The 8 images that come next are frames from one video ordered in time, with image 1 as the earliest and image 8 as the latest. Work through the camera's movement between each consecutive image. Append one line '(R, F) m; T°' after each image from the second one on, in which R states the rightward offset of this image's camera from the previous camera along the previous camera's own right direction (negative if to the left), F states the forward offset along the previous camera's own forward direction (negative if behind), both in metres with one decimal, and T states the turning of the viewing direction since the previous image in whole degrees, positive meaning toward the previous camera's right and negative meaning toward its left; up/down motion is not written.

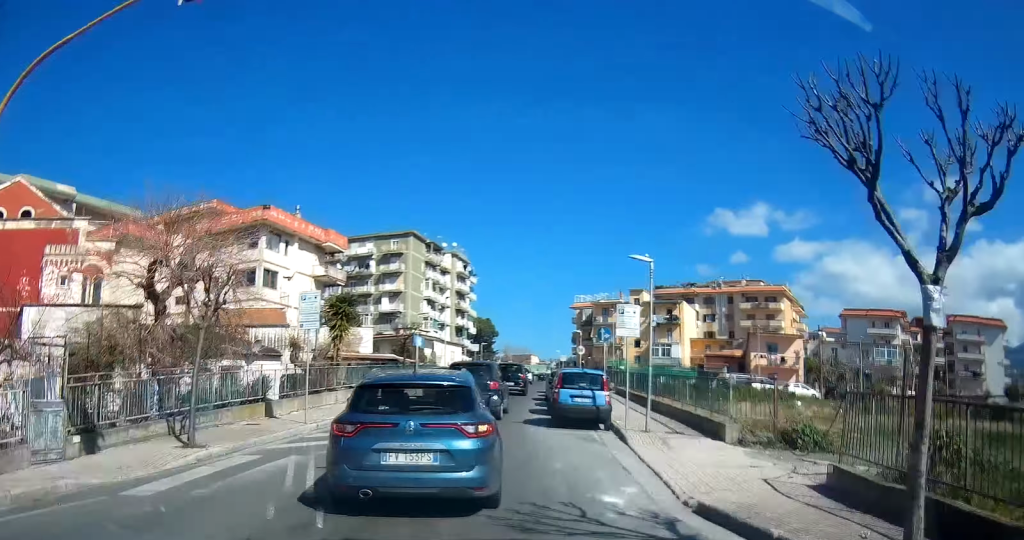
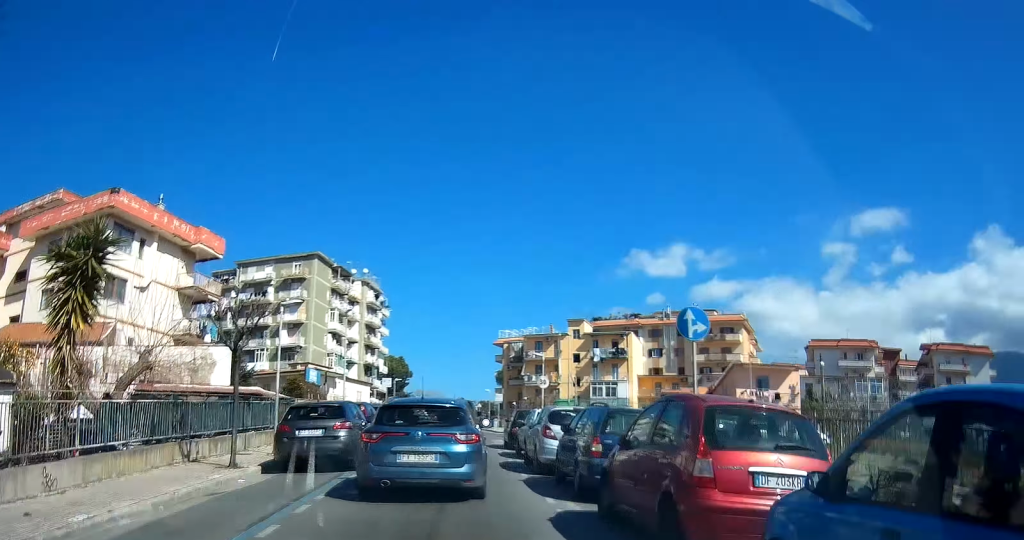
(-0.3, +12.9) m; +2°
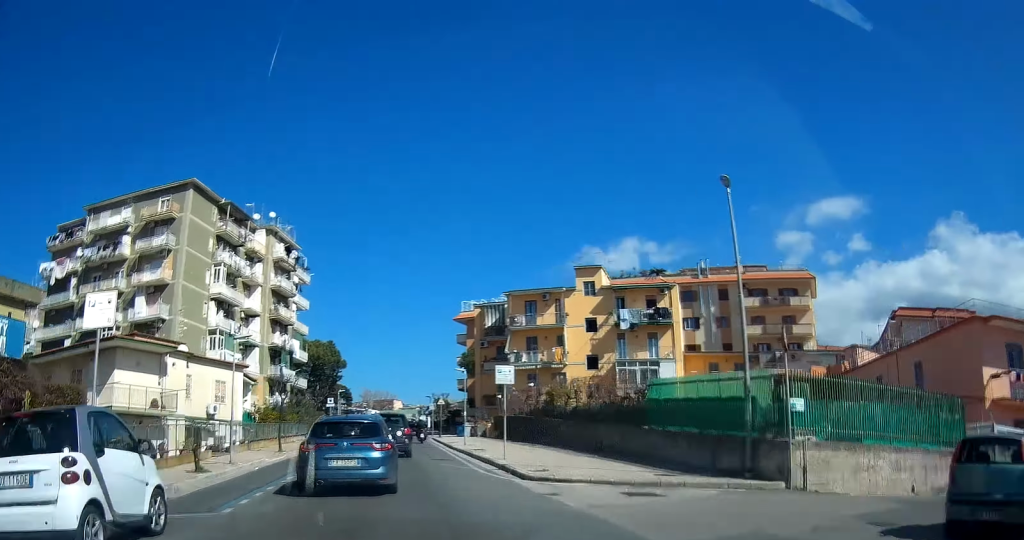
(+1.3, +34.4) m; +2°
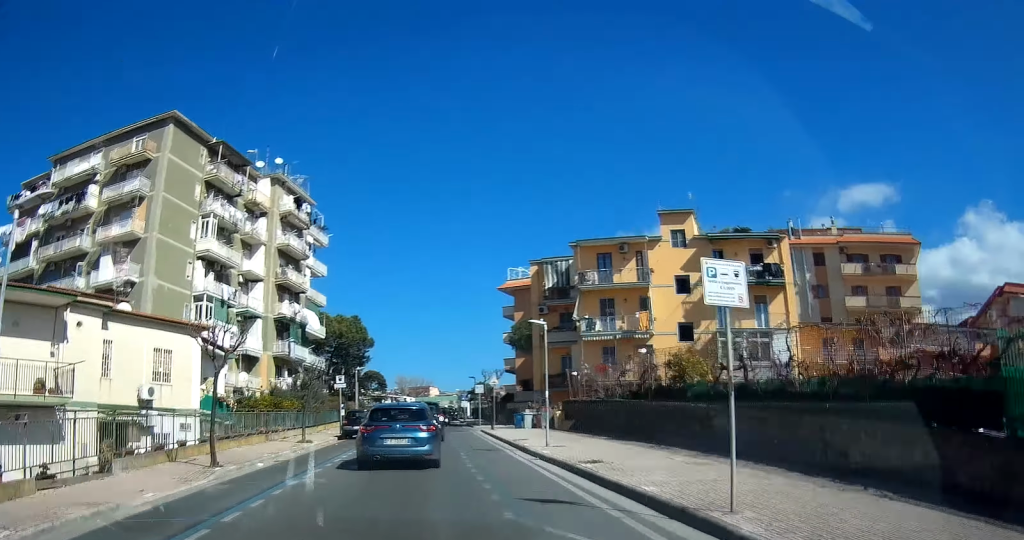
(-0.1, +15.1) m; 0°
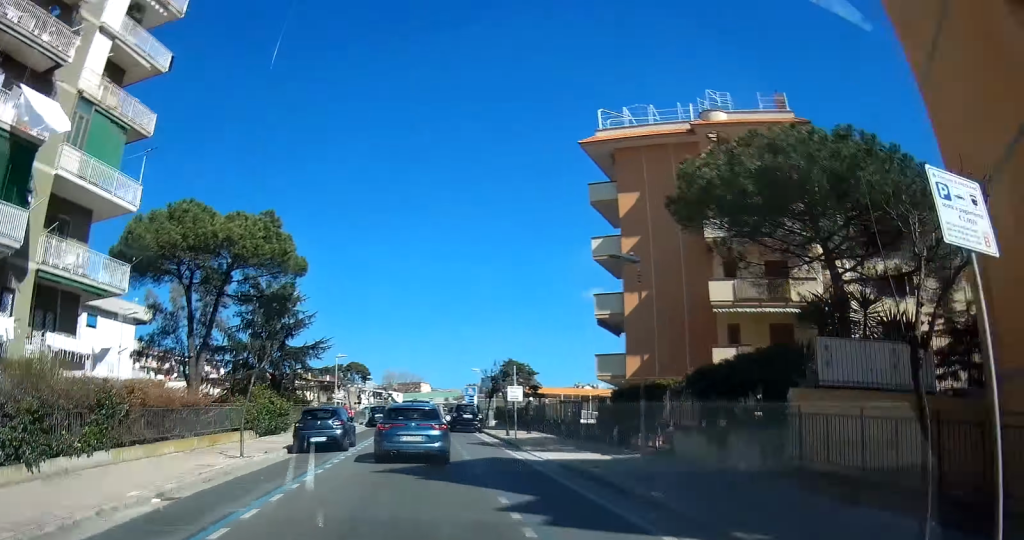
(0.0, +45.0) m; +1°
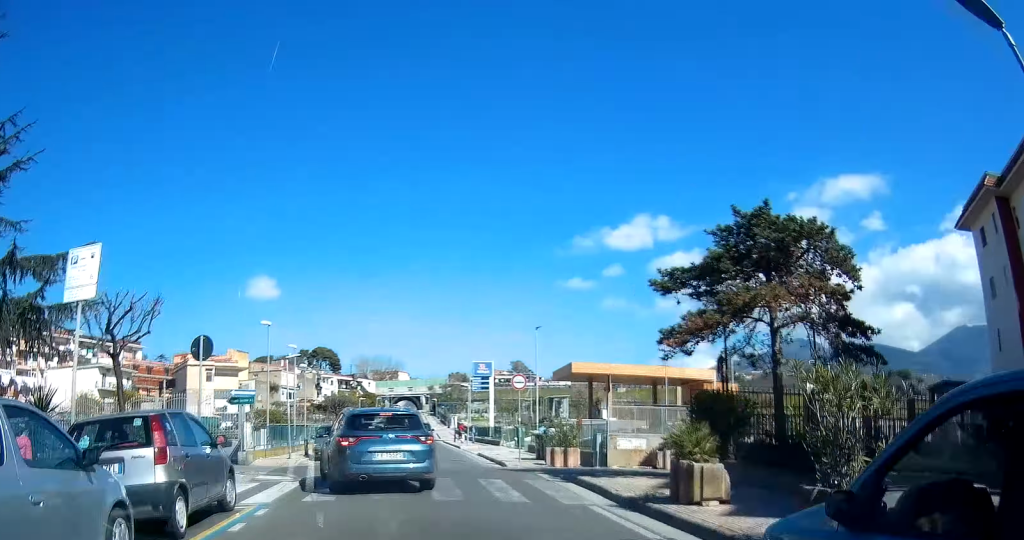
(+0.7, +53.5) m; -1°
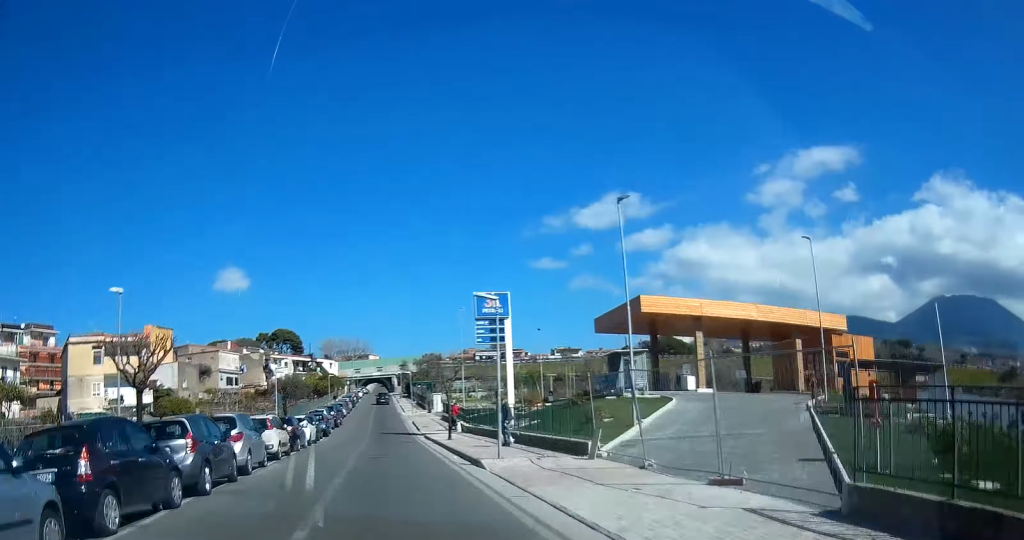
(-1.1, +38.2) m; -1°
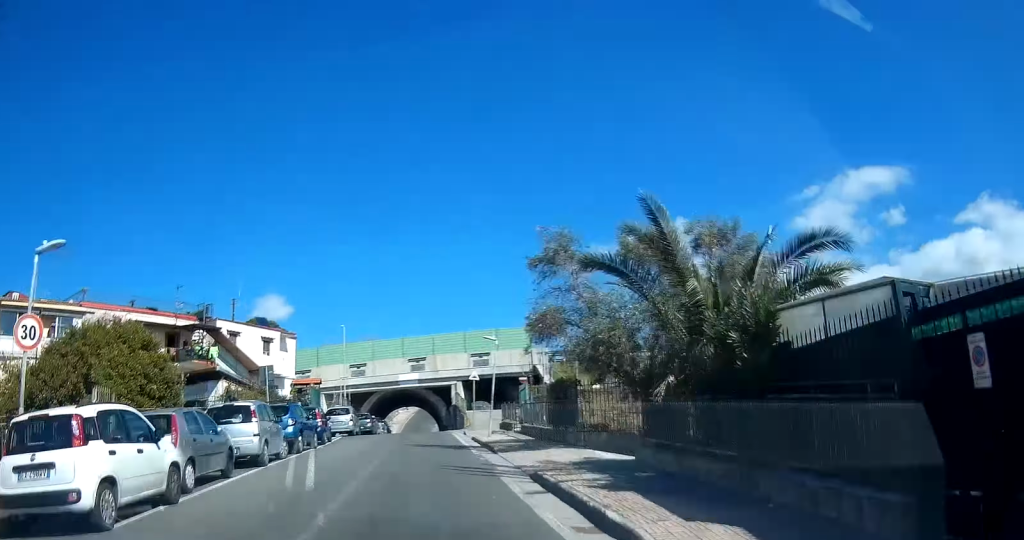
(+0.3, +109.1) m; 0°
